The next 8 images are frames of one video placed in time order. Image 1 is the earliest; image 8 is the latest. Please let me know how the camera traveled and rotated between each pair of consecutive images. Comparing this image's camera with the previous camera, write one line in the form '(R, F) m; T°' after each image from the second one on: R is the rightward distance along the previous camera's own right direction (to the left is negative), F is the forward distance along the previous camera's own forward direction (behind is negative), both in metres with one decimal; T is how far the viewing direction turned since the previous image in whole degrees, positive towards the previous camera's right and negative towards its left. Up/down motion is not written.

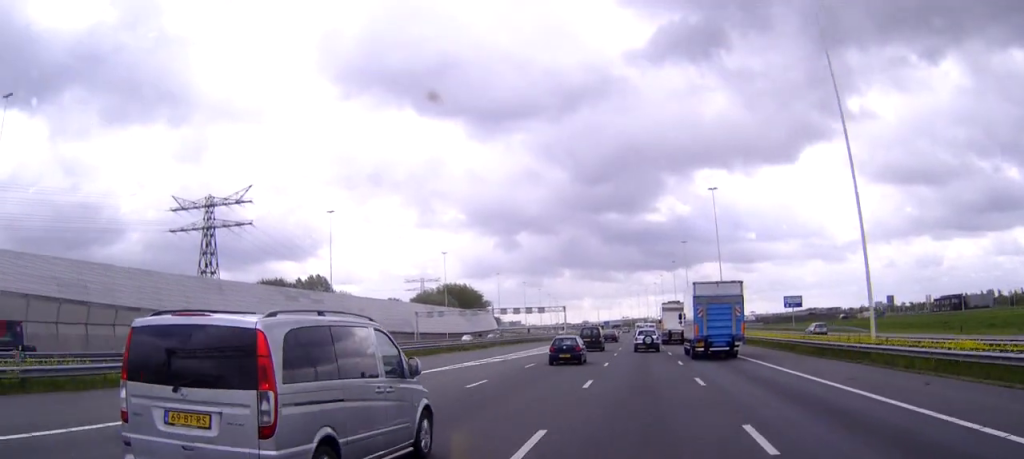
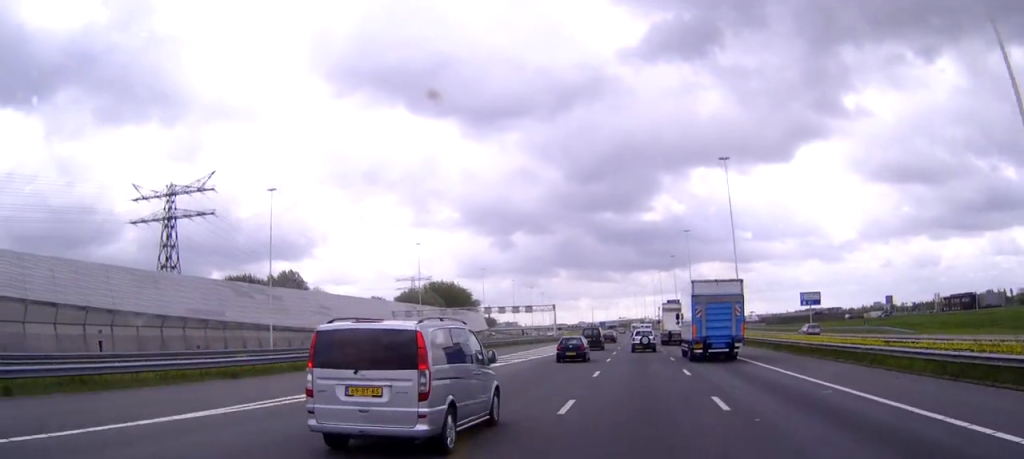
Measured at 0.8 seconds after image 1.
(+0.1, +17.9) m; 0°
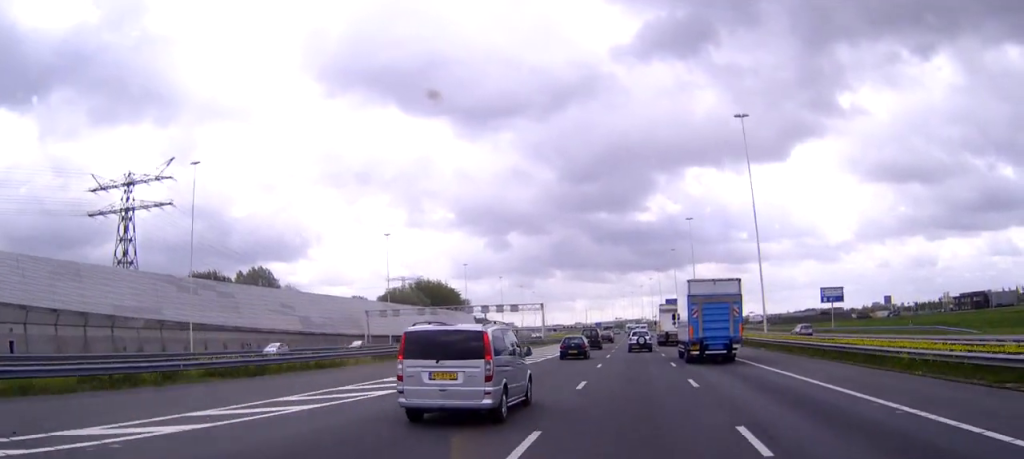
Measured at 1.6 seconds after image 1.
(+0.1, +17.2) m; 0°
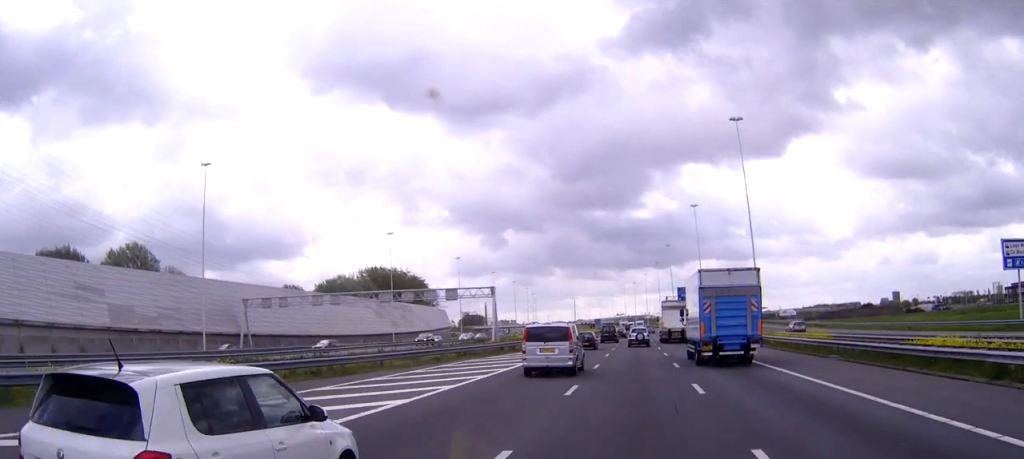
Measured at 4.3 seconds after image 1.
(+0.3, +61.1) m; 0°
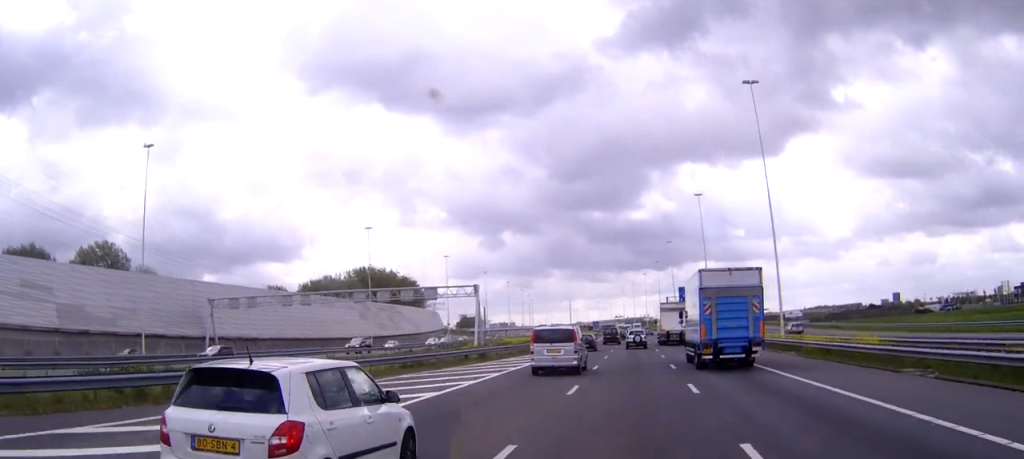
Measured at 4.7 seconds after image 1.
(0.0, +10.6) m; 0°
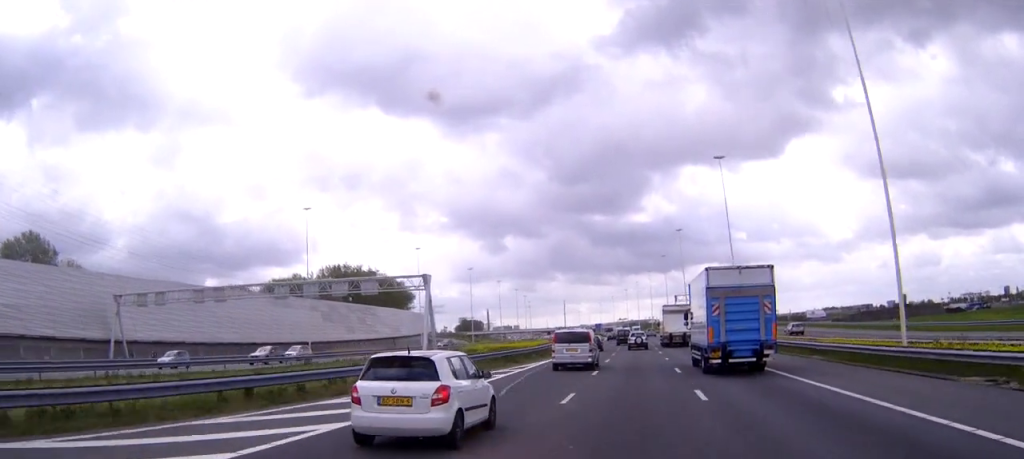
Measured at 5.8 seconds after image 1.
(0.0, +25.2) m; 0°
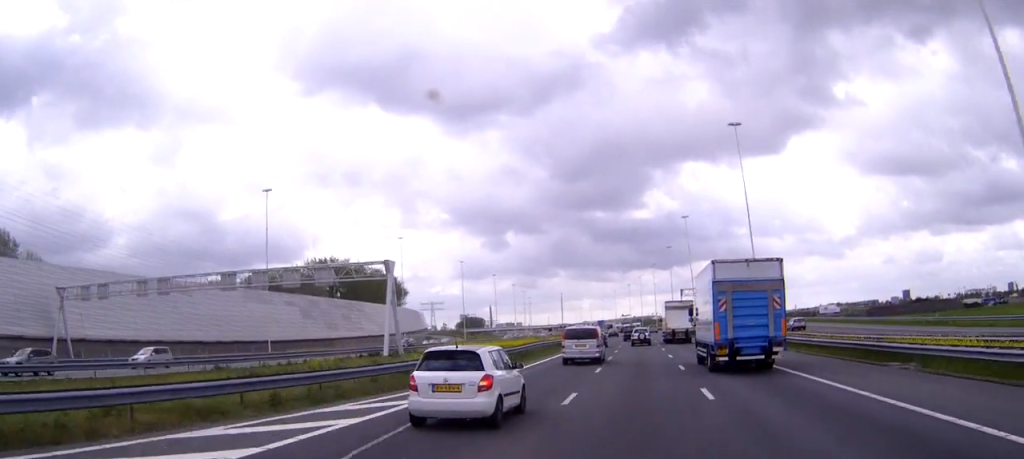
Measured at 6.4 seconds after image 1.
(0.0, +12.3) m; 0°
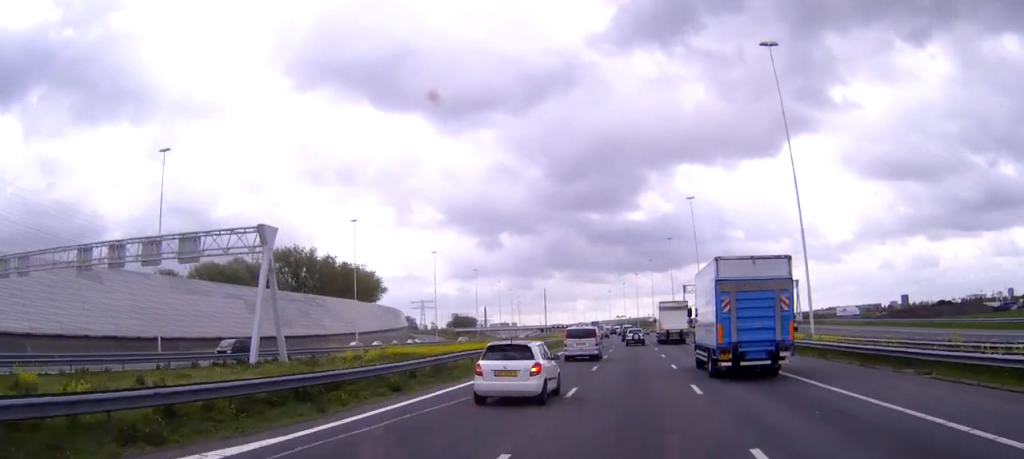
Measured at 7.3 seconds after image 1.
(-0.1, +21.6) m; 0°
